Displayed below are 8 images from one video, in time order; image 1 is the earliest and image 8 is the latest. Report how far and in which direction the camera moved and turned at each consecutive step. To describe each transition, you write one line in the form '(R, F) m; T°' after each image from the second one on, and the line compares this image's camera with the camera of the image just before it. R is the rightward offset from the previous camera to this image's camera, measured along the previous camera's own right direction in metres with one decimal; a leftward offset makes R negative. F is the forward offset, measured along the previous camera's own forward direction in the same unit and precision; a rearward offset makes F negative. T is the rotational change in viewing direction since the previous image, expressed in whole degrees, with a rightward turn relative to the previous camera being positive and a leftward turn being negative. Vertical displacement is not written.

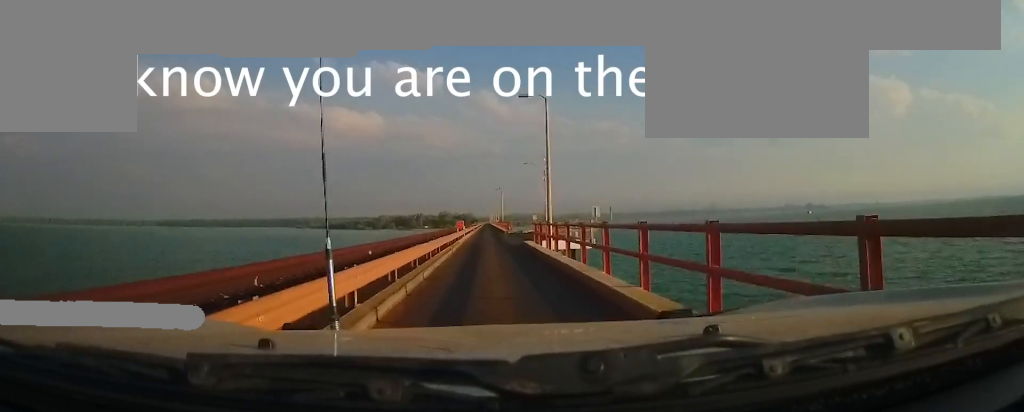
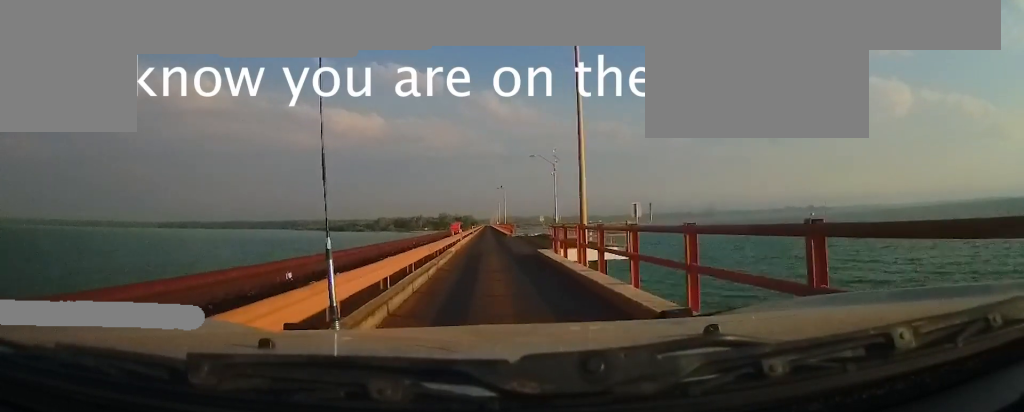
(+0.2, +8.4) m; +1°
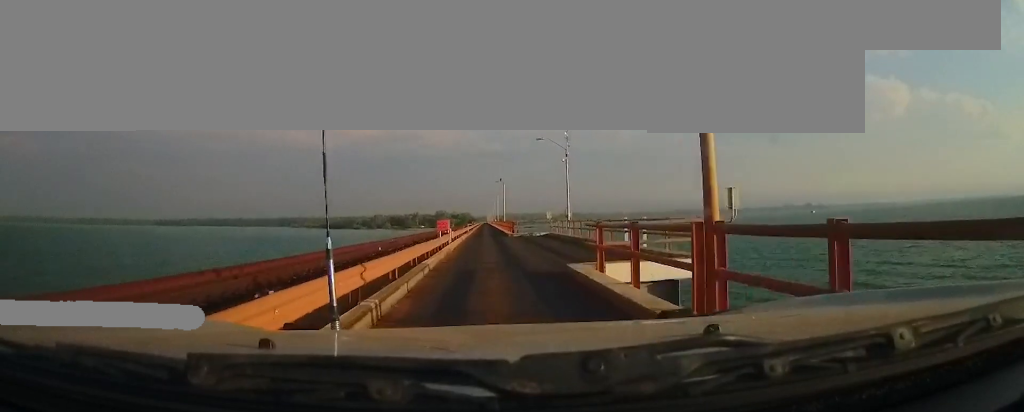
(-0.3, +9.8) m; 0°
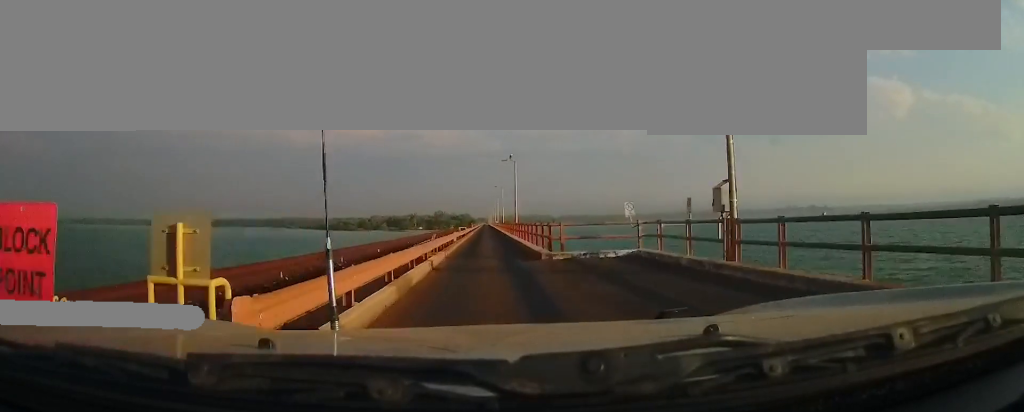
(-0.4, +29.4) m; -3°
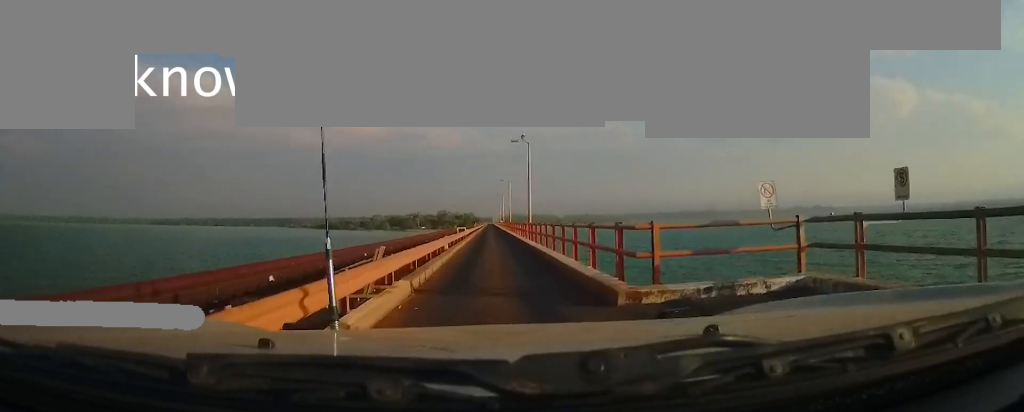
(-0.4, +11.8) m; -1°
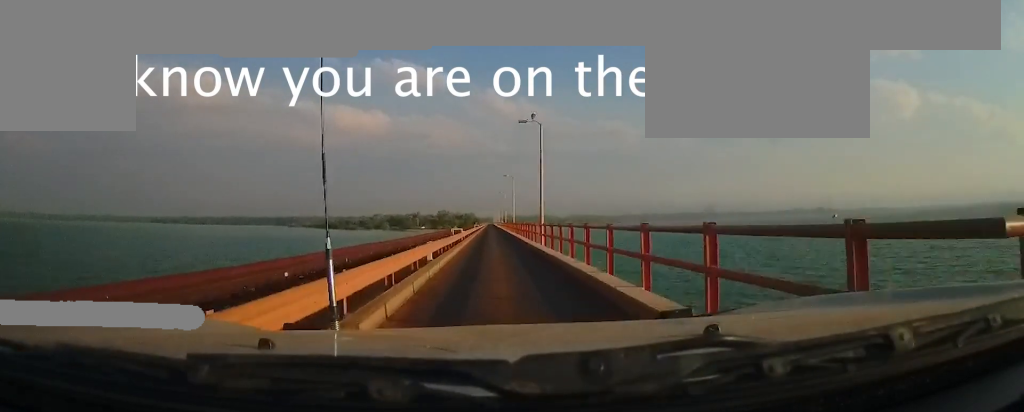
(+0.2, +7.6) m; +1°
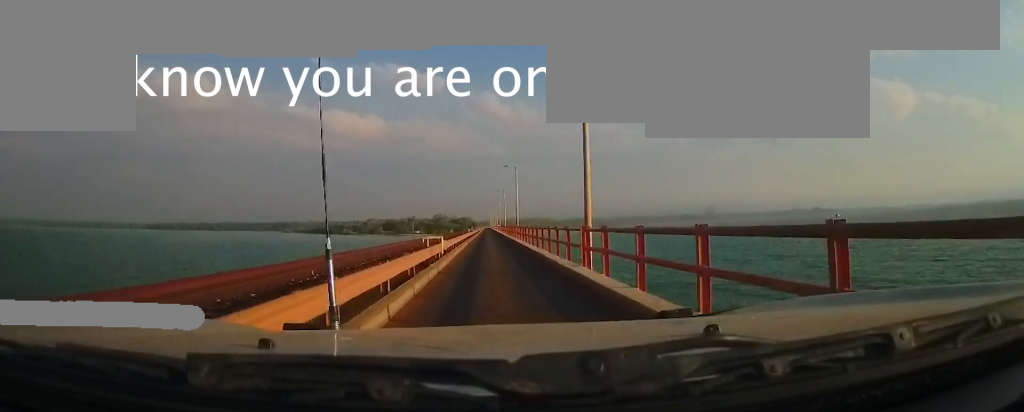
(+0.2, +15.2) m; +1°
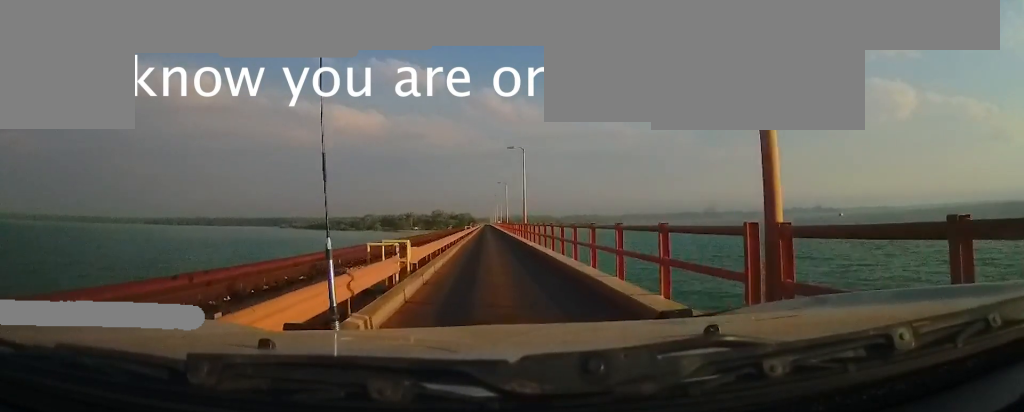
(0.0, +10.4) m; 0°
